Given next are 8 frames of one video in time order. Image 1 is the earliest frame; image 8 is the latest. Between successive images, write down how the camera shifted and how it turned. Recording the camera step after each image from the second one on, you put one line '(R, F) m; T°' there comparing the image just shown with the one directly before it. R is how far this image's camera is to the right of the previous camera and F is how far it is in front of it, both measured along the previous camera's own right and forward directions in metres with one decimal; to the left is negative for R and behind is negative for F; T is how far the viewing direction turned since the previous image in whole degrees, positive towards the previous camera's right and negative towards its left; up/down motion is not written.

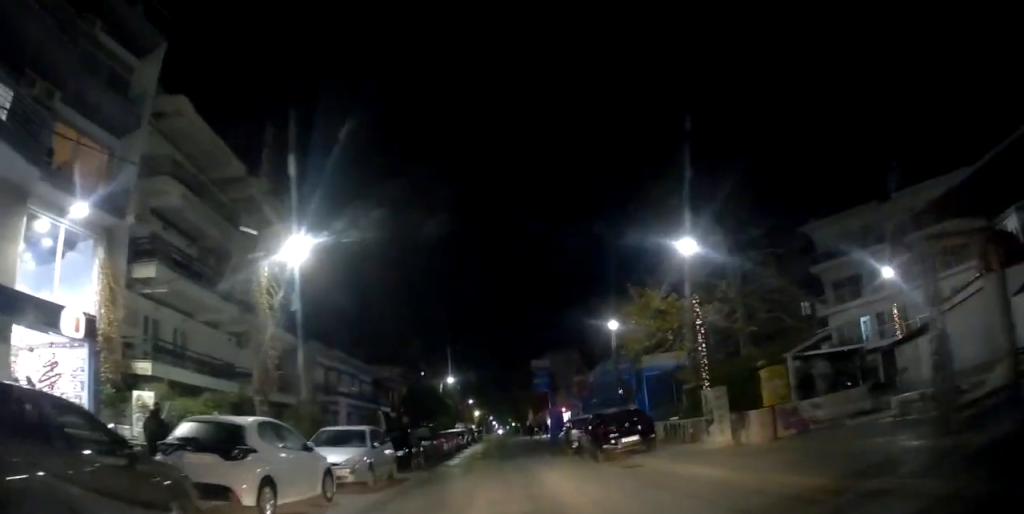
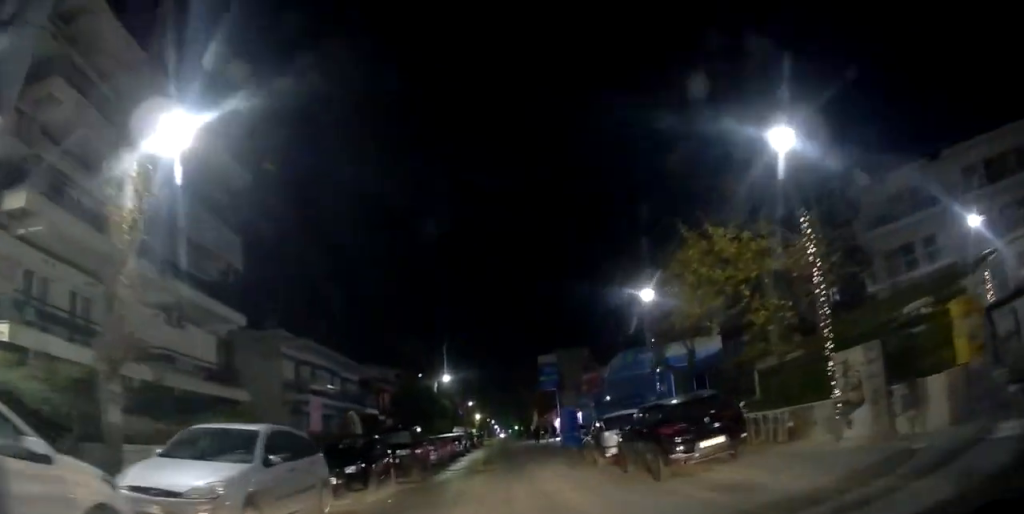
(0.0, +7.0) m; -2°
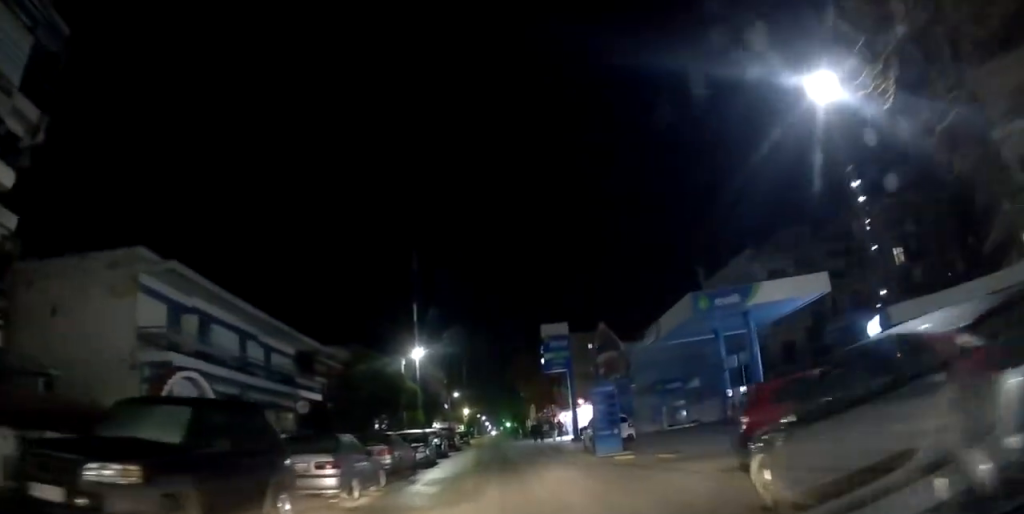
(-0.4, +14.1) m; -2°
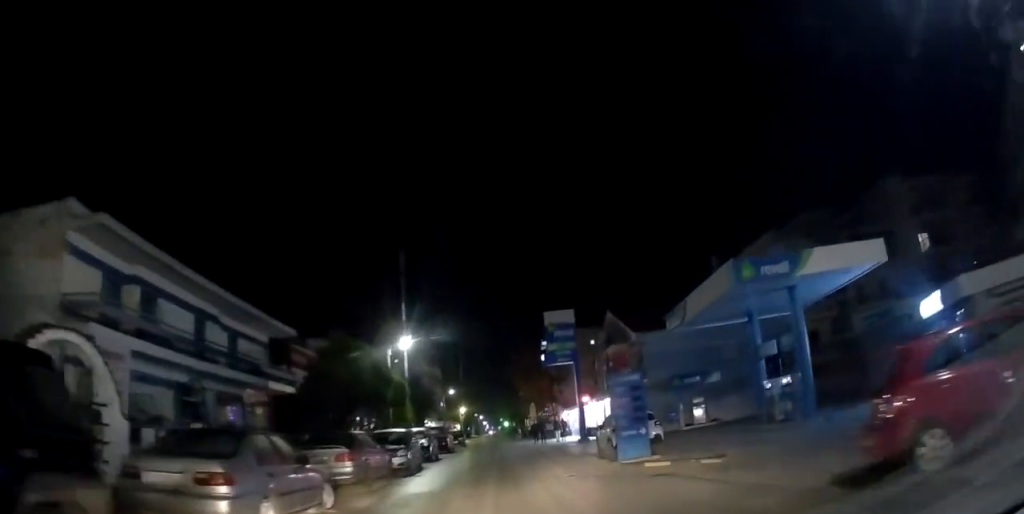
(0.0, +4.2) m; 0°
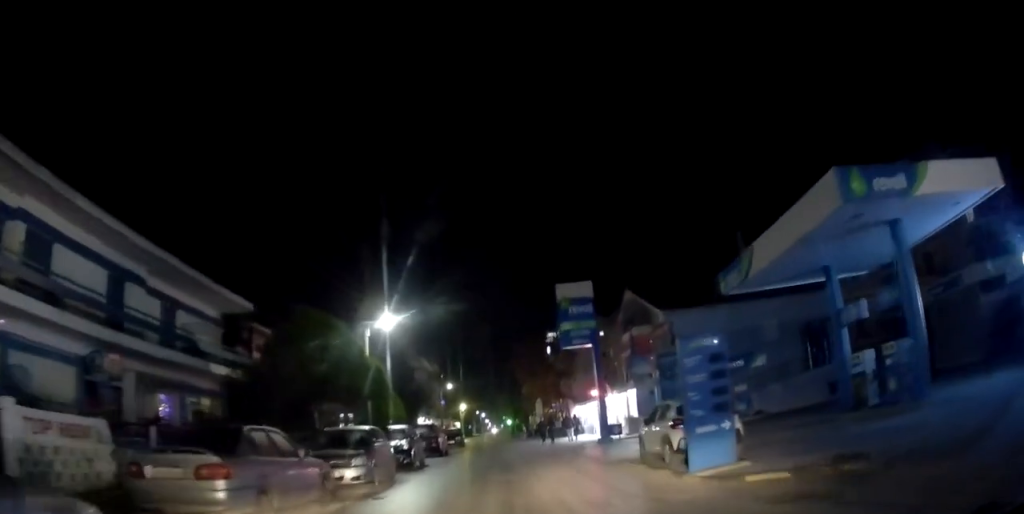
(0.0, +6.1) m; 0°
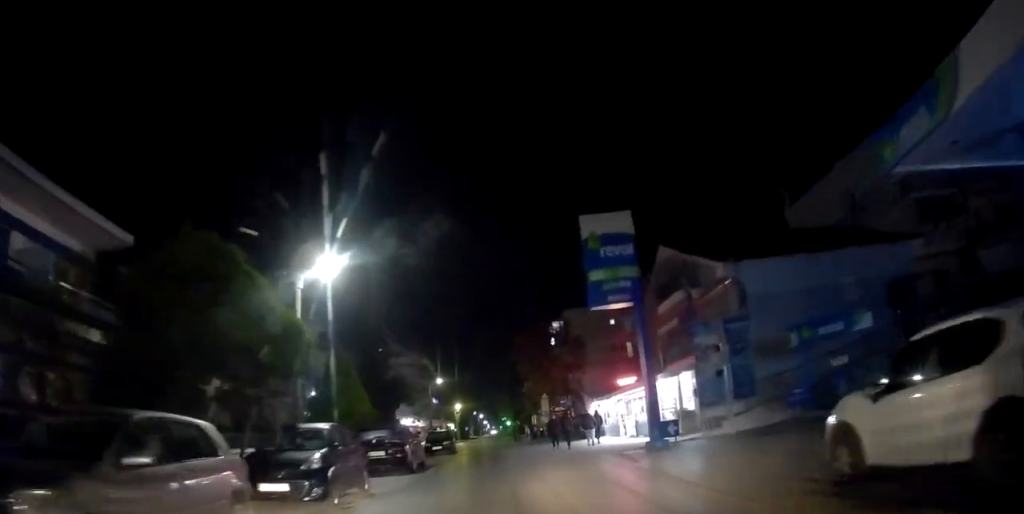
(0.0, +9.4) m; +2°
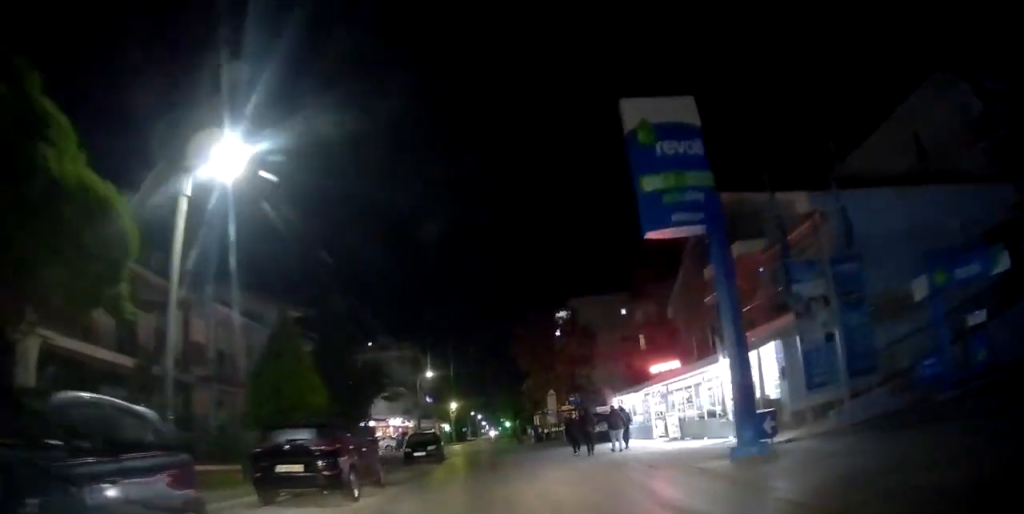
(+0.2, +7.2) m; 0°
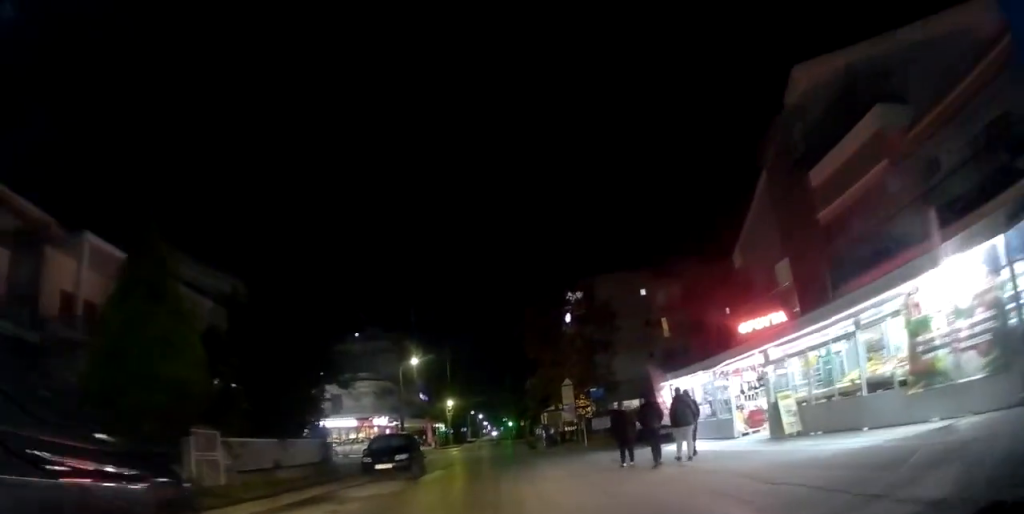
(-0.1, +8.7) m; 0°
